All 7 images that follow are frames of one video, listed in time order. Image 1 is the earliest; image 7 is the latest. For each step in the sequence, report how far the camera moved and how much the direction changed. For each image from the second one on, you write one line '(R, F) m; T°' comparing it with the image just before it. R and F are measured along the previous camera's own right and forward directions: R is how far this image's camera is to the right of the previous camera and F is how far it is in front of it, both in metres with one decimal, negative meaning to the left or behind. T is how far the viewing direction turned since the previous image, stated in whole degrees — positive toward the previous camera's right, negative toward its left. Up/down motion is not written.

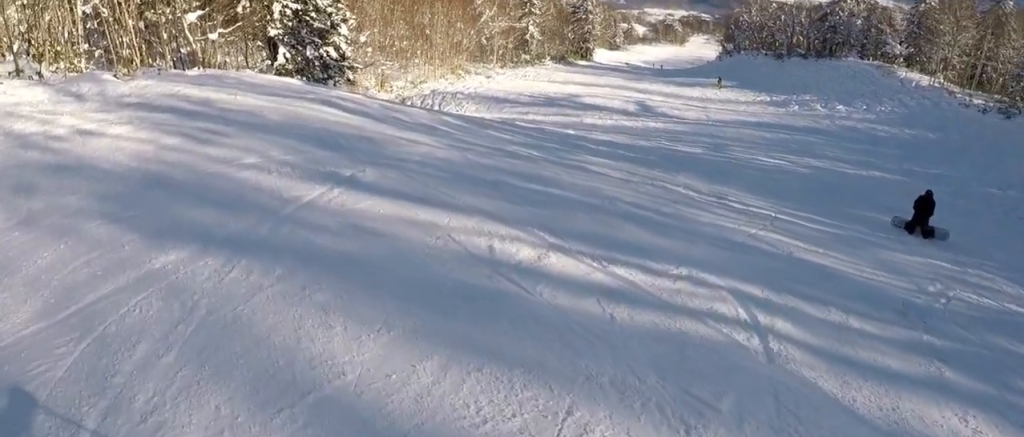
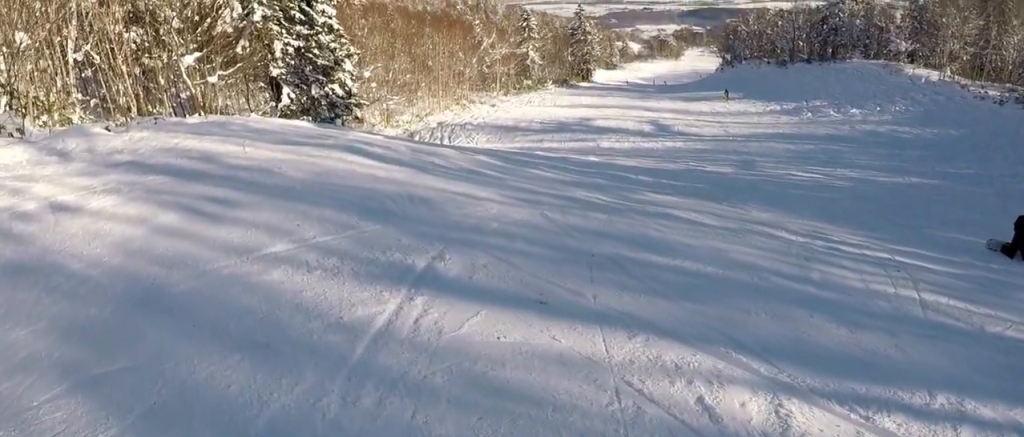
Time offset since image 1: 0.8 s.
(+0.3, +2.2) m; 0°
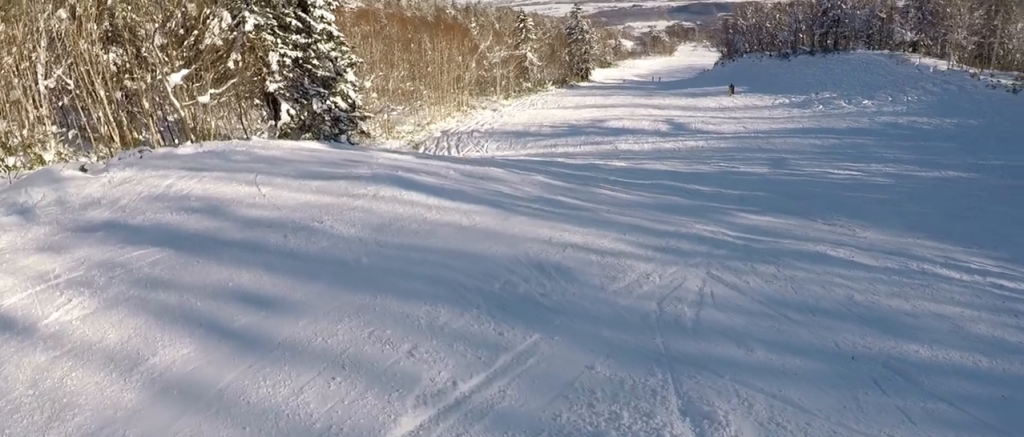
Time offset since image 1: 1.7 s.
(0.0, +2.7) m; +5°
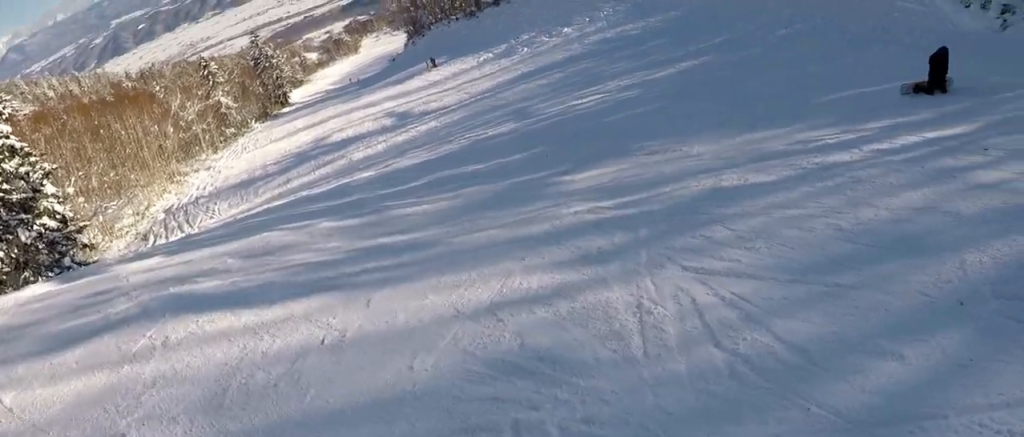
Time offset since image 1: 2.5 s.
(-0.8, +2.1) m; +29°
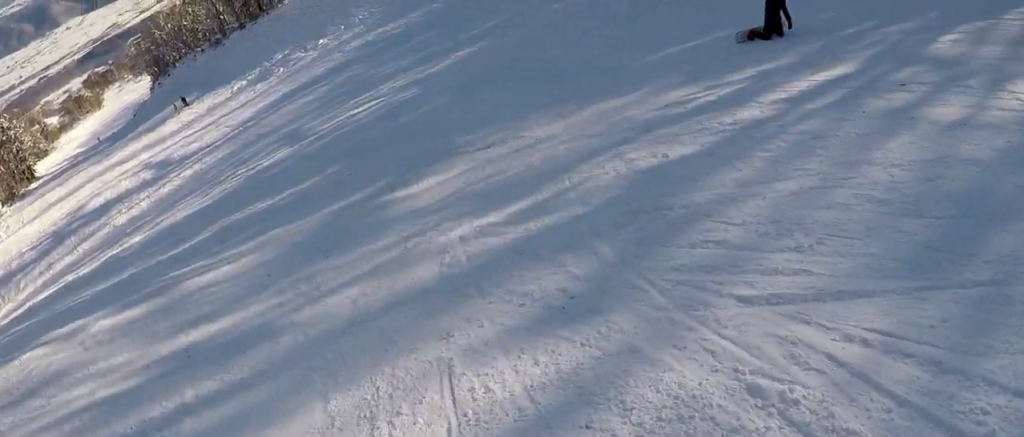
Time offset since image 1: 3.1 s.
(+1.6, +1.6) m; +32°
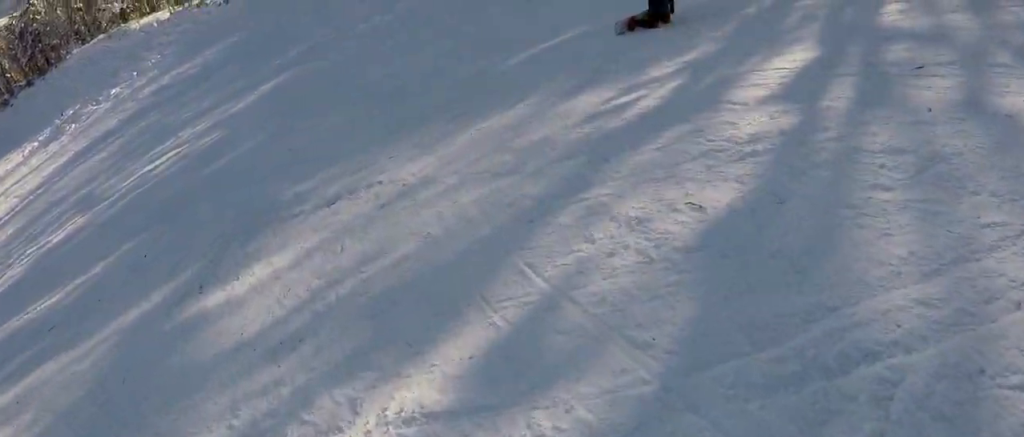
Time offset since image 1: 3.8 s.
(+0.7, +2.9) m; +9°
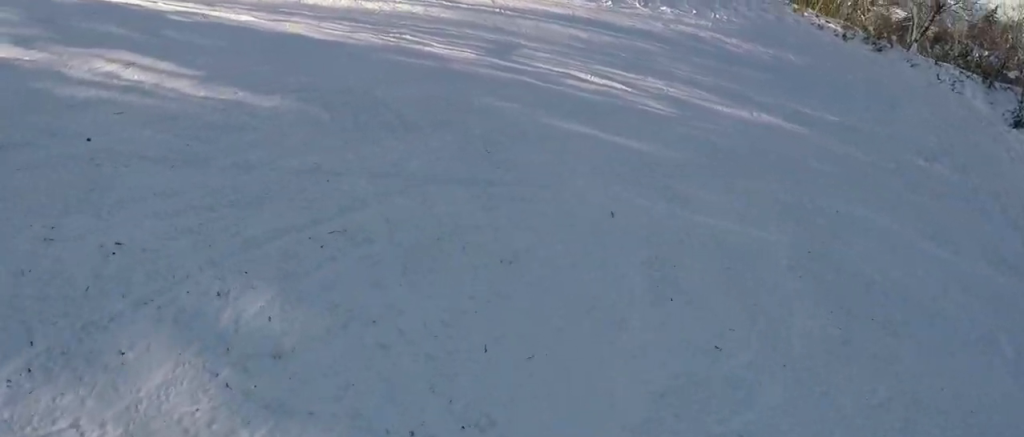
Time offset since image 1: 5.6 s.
(-1.8, +7.6) m; -34°
